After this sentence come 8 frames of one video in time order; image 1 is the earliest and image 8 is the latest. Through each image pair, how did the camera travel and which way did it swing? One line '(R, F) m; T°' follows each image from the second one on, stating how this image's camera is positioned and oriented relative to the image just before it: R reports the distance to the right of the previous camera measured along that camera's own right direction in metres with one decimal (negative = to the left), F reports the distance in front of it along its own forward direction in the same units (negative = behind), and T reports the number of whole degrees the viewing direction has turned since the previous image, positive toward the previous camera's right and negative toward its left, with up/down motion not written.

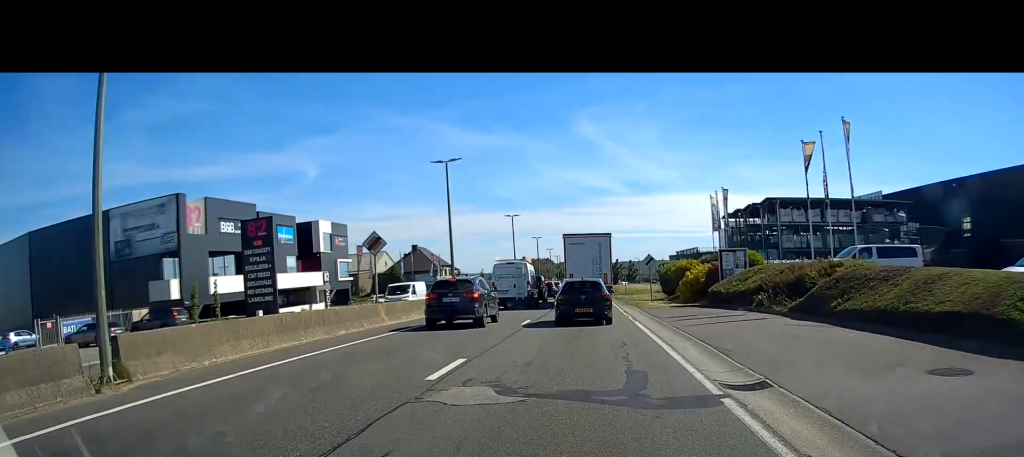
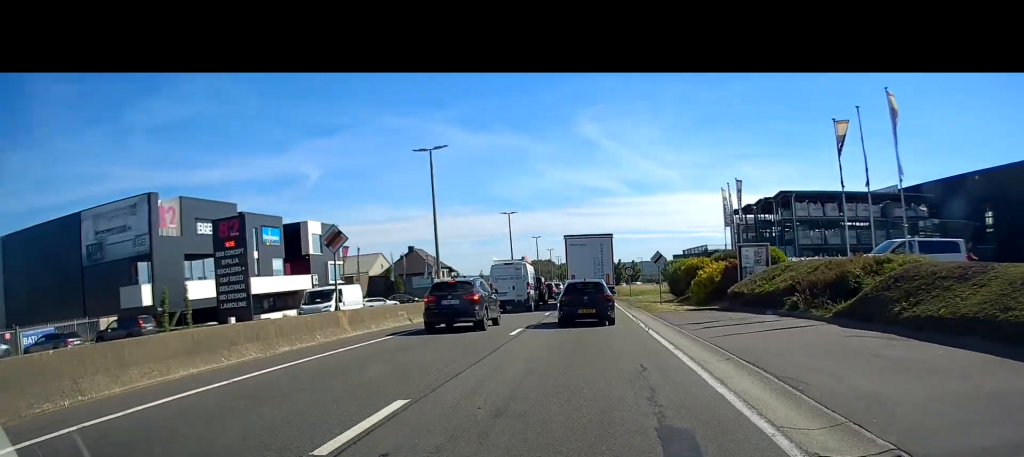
(-0.1, +3.8) m; 0°
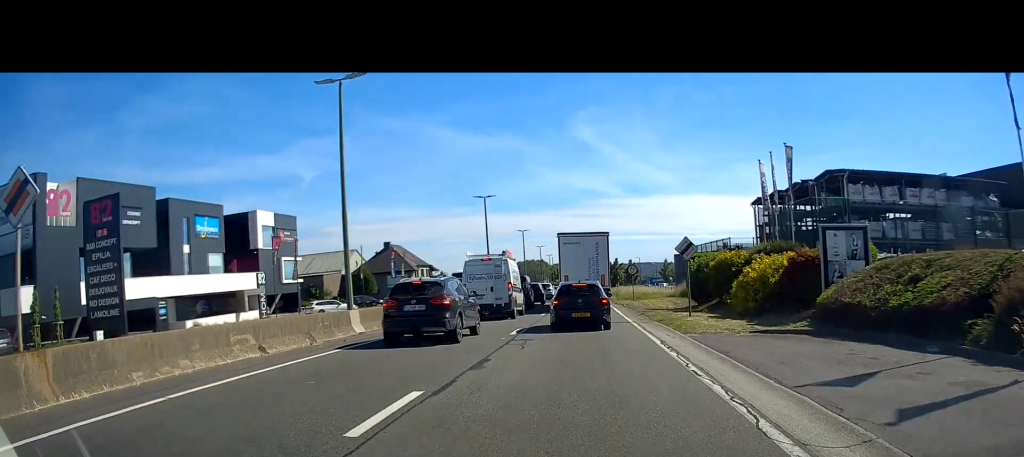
(0.0, +10.8) m; -1°
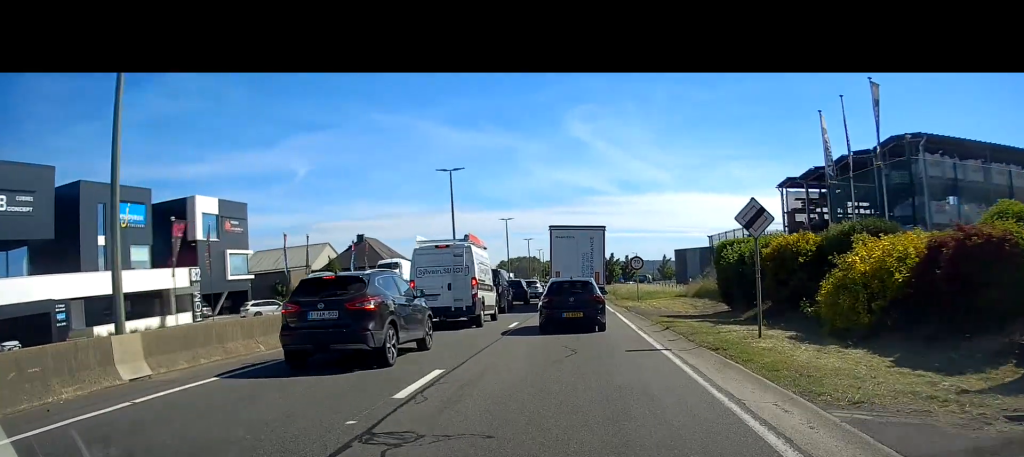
(0.0, +9.3) m; +1°
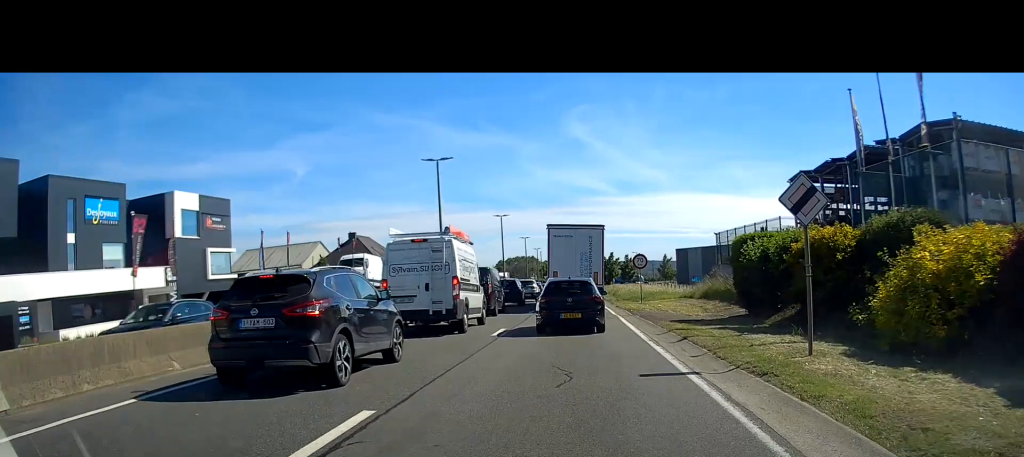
(+0.1, +3.0) m; 0°
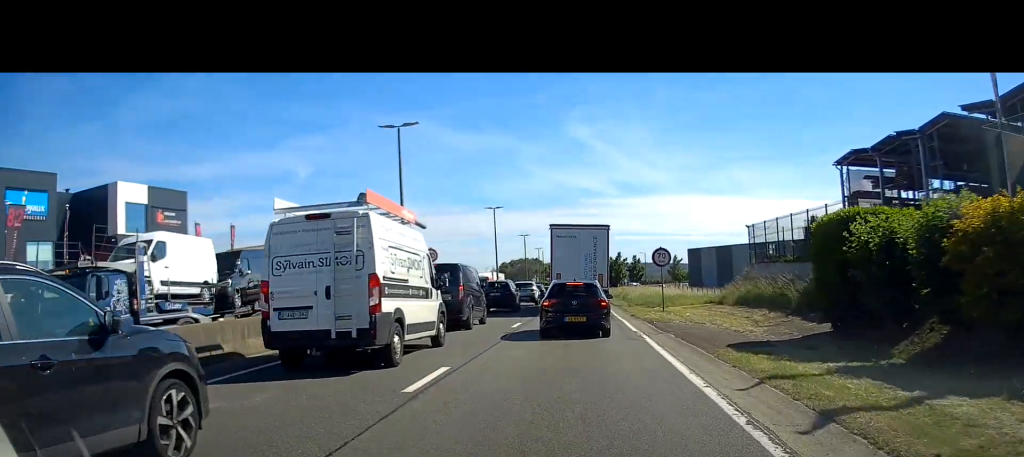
(-0.1, +8.1) m; 0°
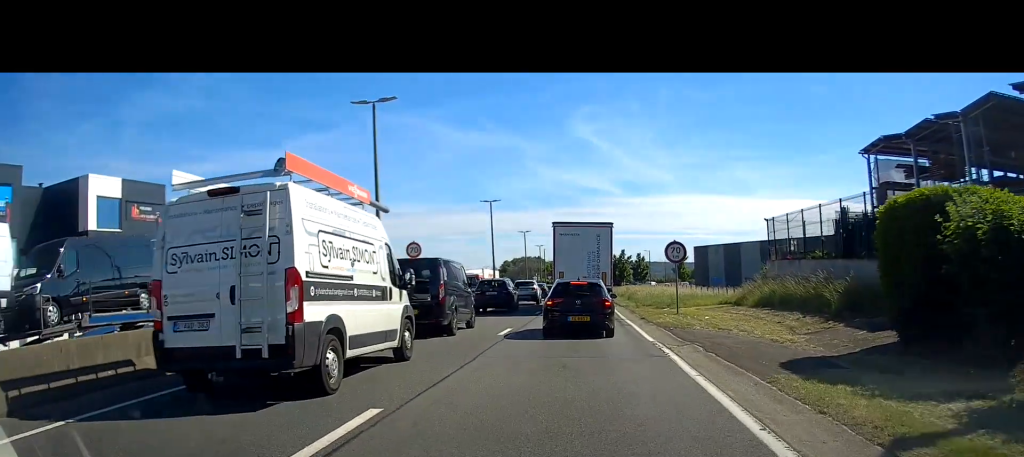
(+0.1, +3.5) m; +1°
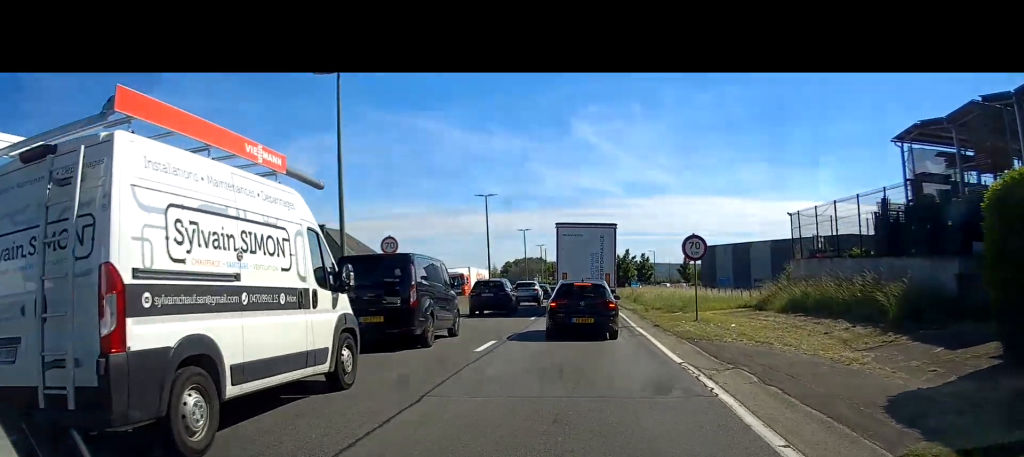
(0.0, +3.8) m; 0°
